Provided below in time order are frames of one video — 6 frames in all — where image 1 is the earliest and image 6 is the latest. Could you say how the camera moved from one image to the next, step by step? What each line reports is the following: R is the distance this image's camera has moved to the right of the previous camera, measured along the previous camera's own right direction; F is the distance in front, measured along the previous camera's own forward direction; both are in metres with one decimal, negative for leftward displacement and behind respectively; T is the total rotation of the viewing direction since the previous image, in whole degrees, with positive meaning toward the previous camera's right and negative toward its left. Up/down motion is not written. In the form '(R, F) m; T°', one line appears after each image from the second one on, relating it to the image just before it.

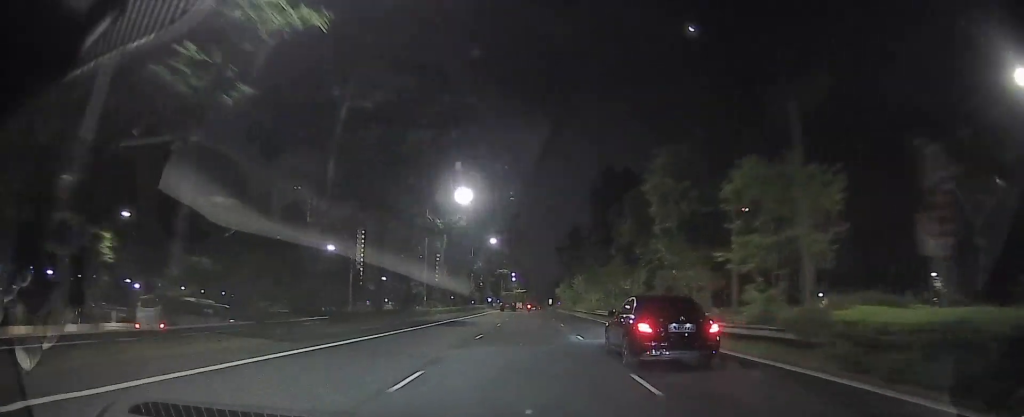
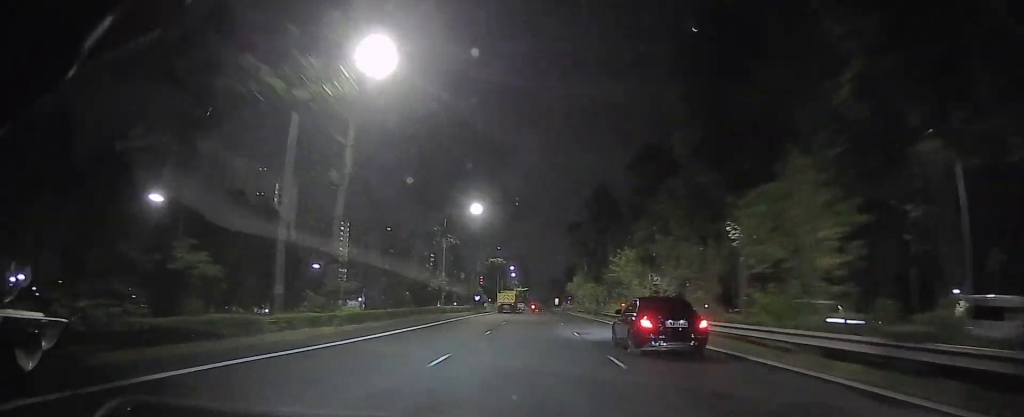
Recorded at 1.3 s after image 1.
(0.0, +32.4) m; 0°
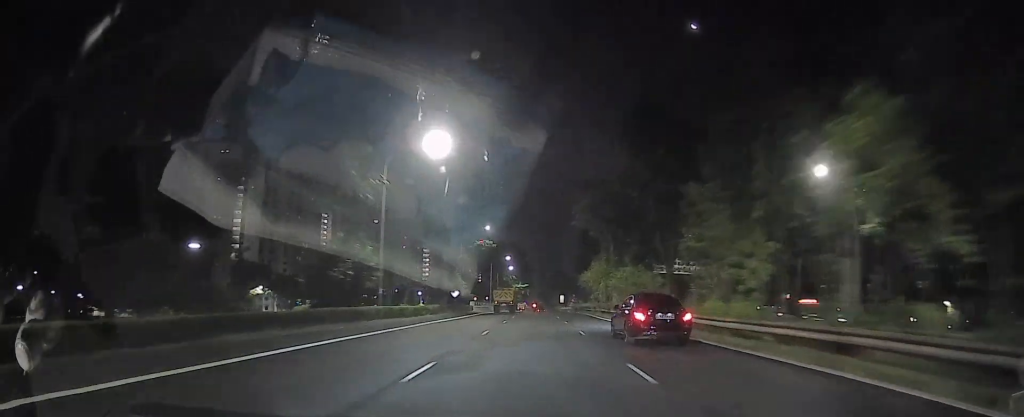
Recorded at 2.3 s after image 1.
(0.0, +26.0) m; 0°
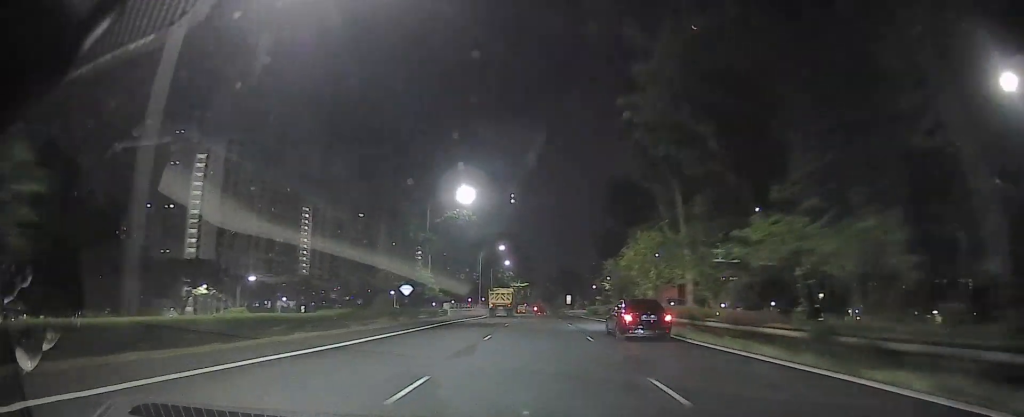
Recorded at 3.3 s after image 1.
(0.0, +25.6) m; 0°
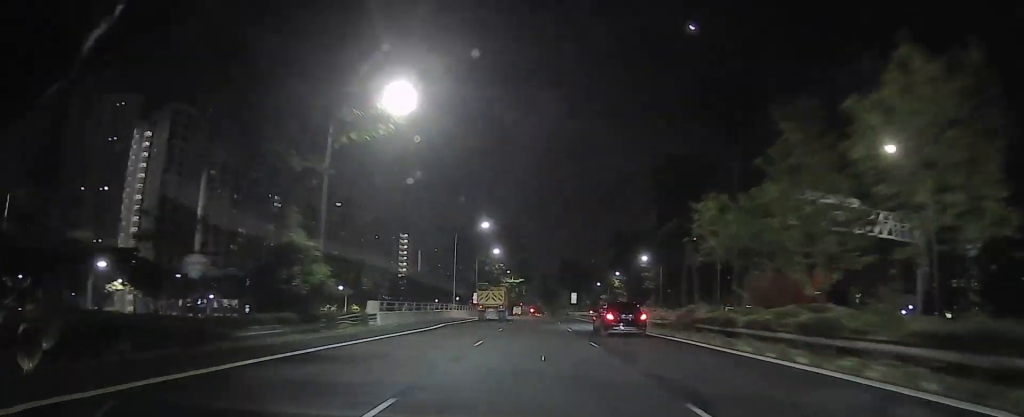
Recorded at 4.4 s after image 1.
(+0.1, +26.9) m; 0°
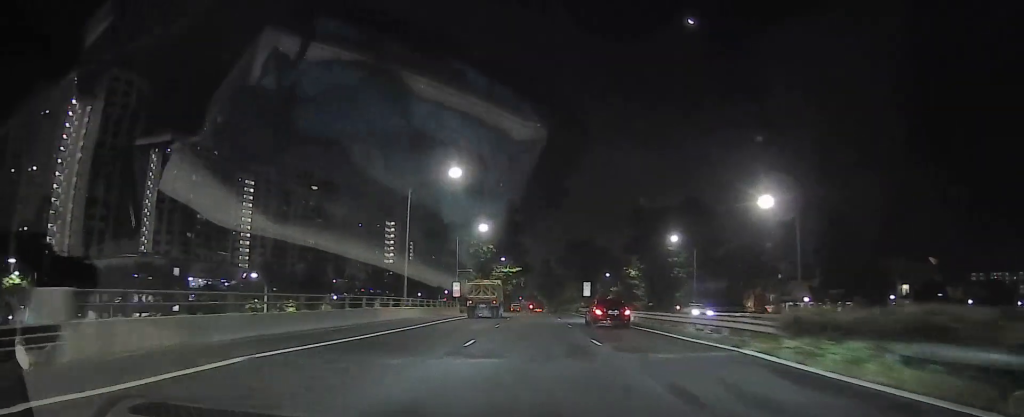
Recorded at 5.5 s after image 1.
(0.0, +25.9) m; 0°
